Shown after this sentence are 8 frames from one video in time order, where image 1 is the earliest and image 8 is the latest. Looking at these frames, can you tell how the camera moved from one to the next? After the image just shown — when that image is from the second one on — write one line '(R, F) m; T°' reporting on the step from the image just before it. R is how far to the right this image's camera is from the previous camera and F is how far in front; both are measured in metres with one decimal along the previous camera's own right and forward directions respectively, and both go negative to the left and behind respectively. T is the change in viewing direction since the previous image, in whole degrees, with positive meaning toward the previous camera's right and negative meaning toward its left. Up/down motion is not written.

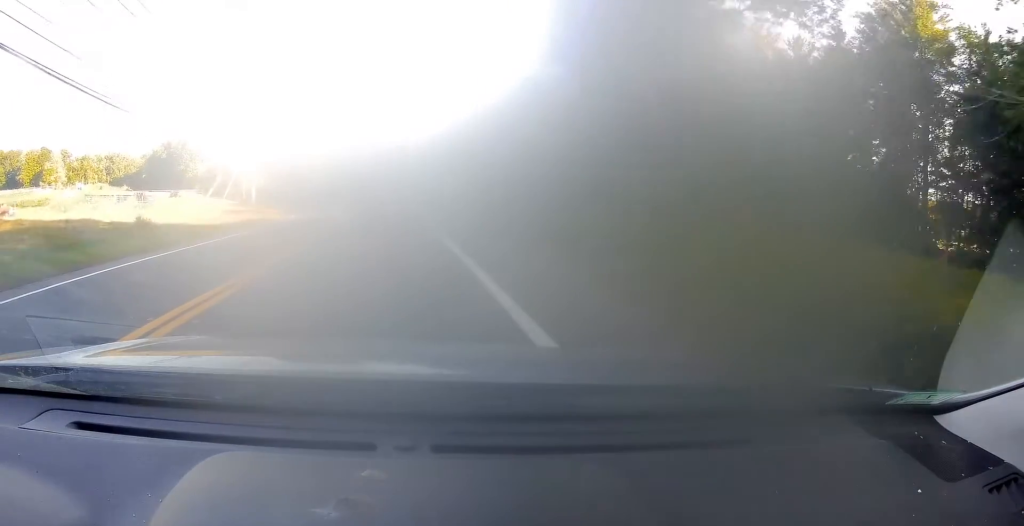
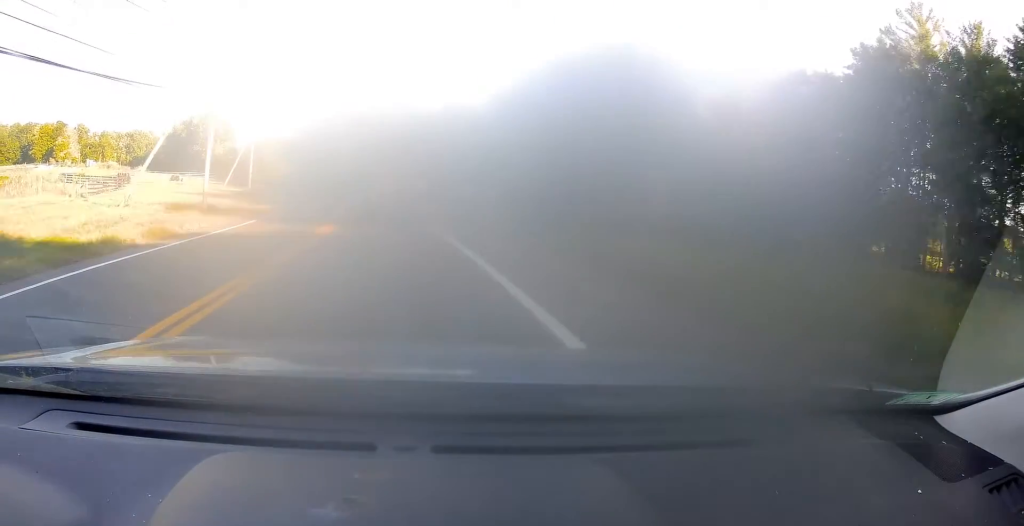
(-0.8, +23.1) m; -4°
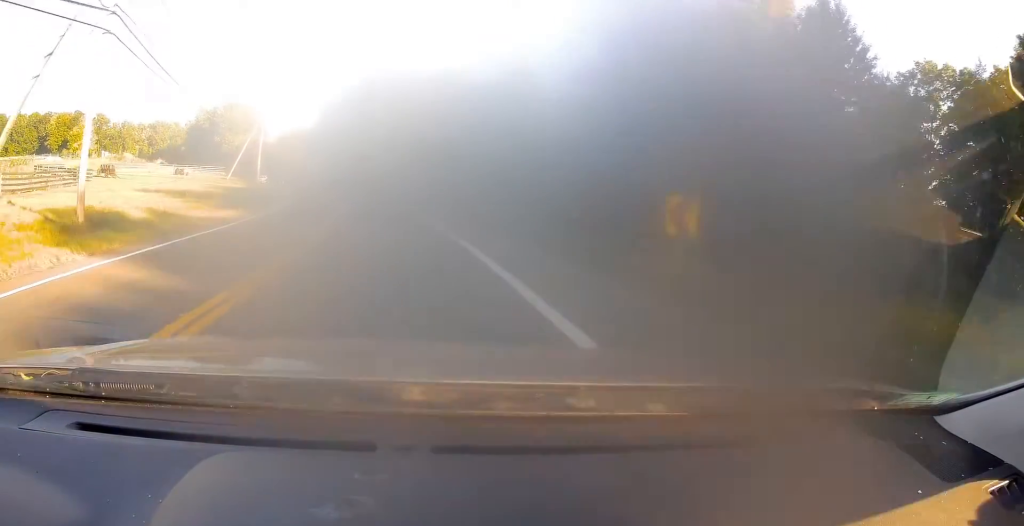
(-0.4, +17.4) m; -2°
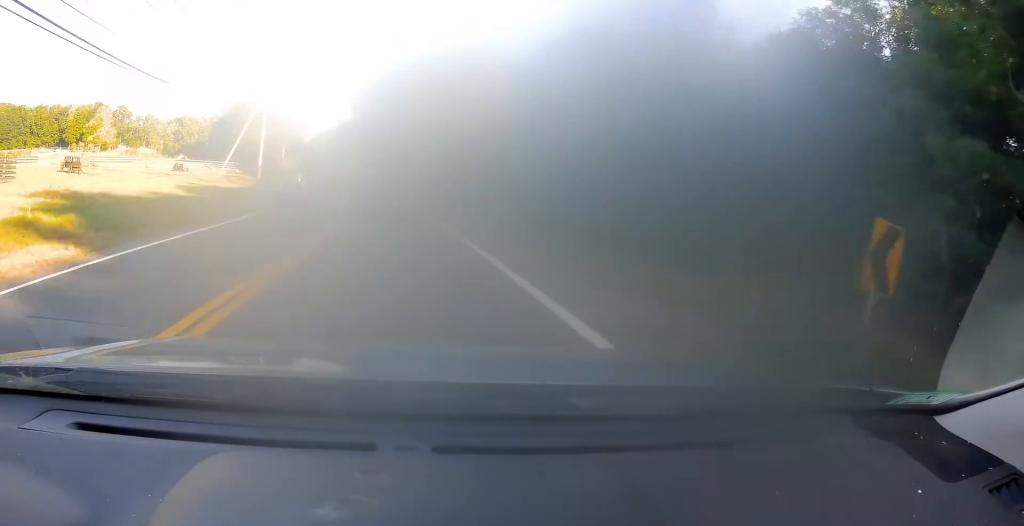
(-0.4, +19.2) m; -2°
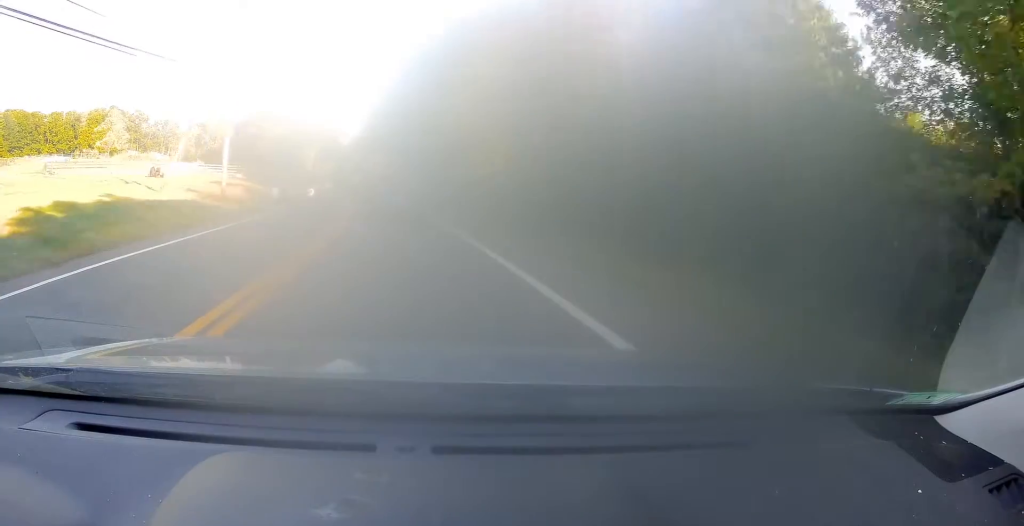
(-0.3, +22.5) m; -2°
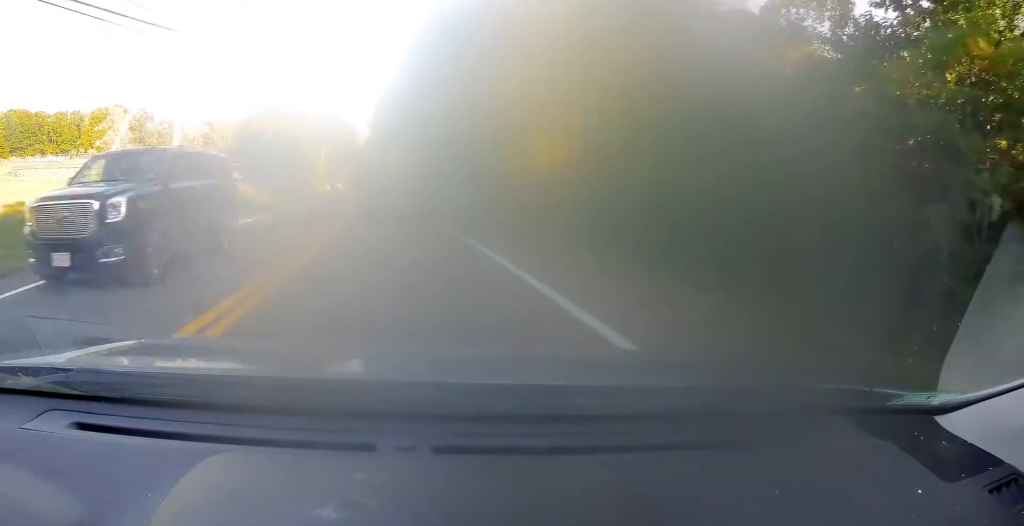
(+0.1, +9.3) m; -2°
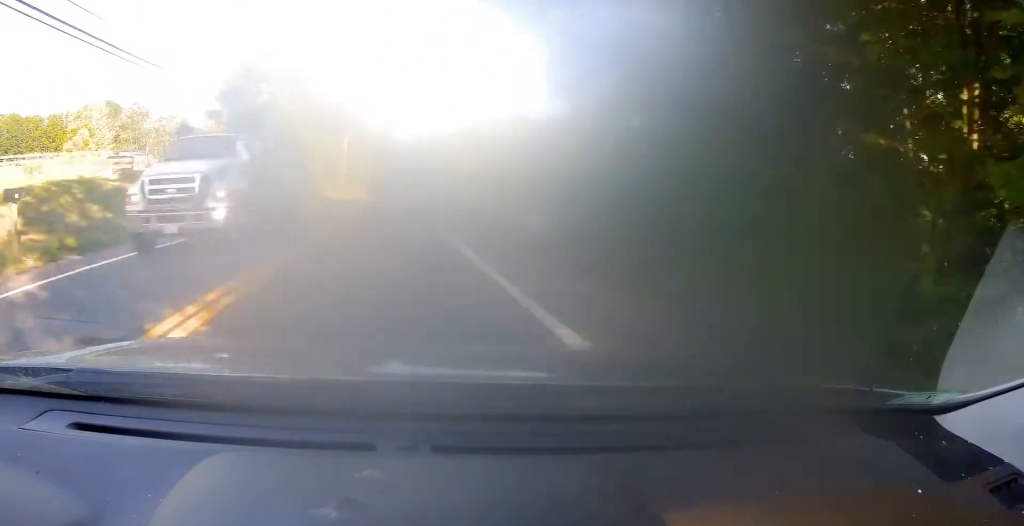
(-2.7, +38.1) m; -7°
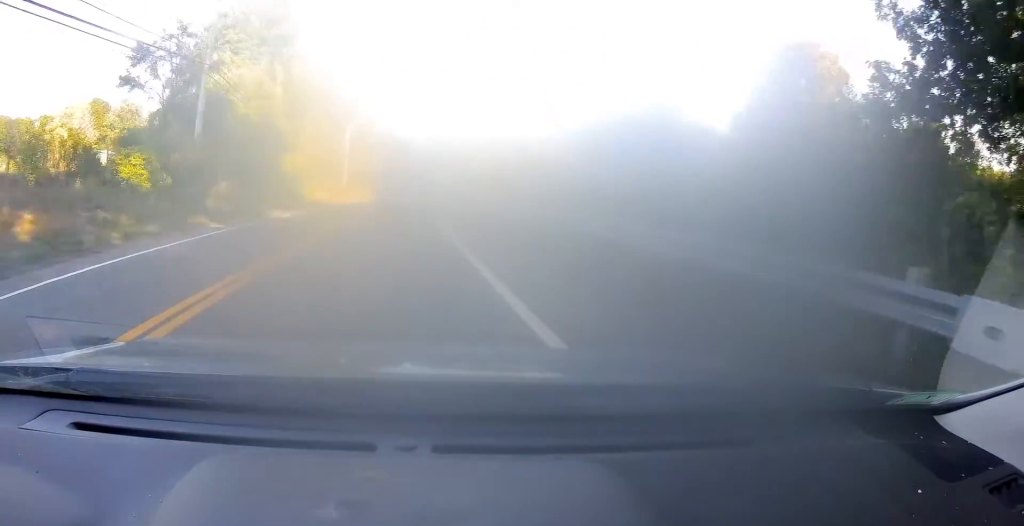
(-0.1, +15.1) m; -2°
